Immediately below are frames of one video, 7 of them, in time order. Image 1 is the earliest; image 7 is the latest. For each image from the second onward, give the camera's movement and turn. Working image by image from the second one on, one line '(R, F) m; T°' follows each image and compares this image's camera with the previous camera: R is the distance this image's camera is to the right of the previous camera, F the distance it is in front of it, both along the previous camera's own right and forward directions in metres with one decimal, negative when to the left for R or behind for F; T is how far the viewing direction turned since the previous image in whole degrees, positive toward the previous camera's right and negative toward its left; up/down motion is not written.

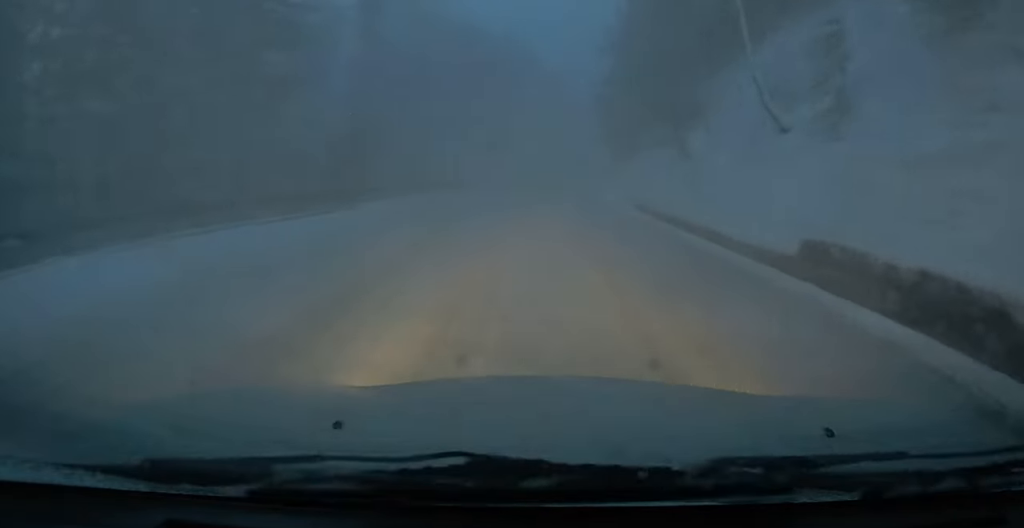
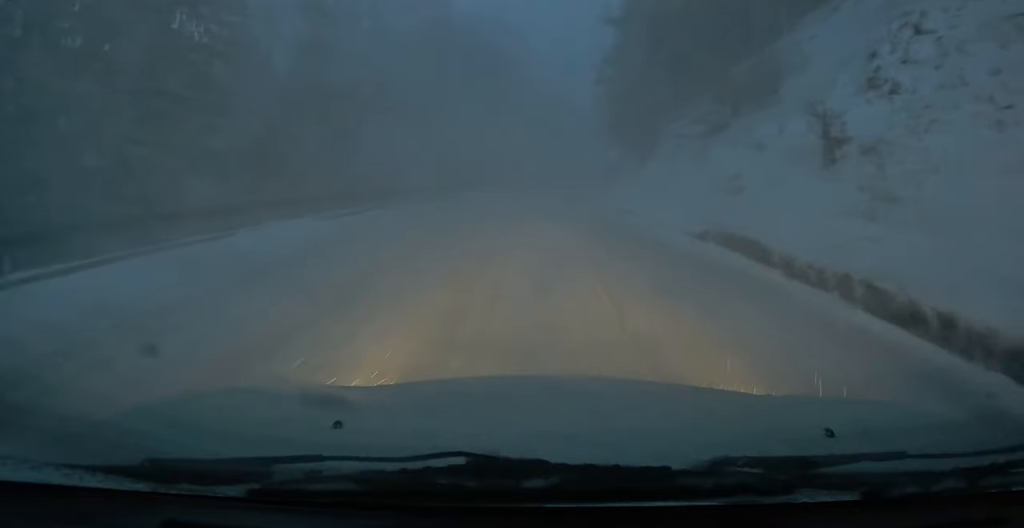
(+0.1, +9.6) m; +1°
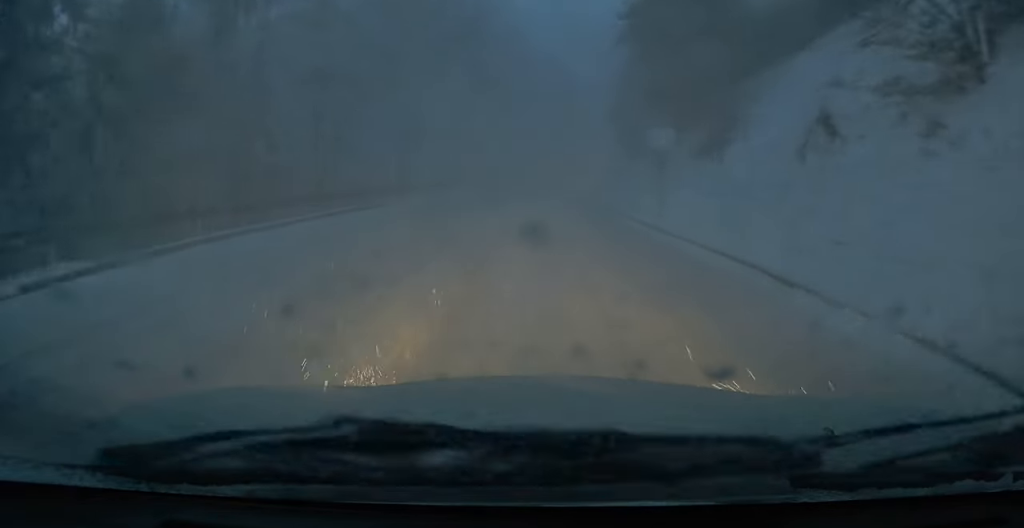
(-0.2, +11.6) m; -2°
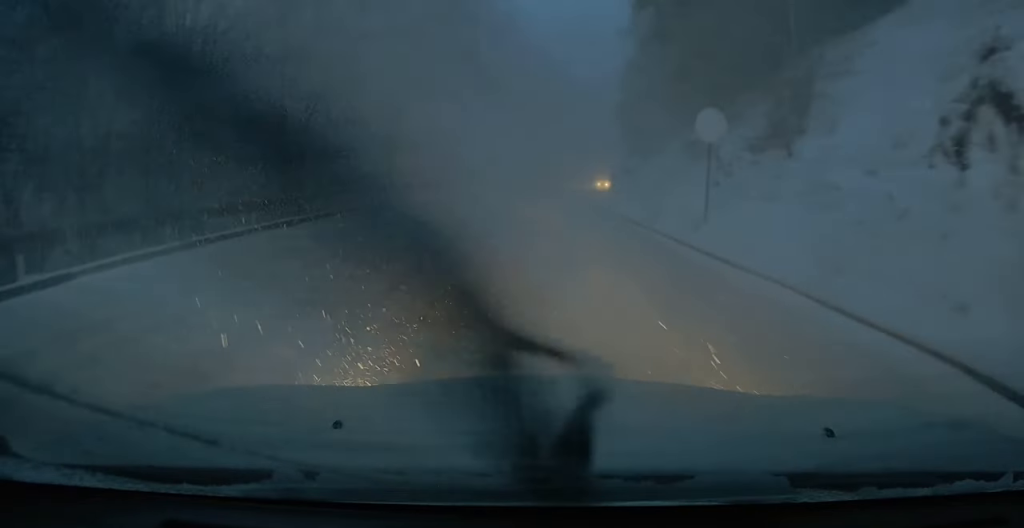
(0.0, +4.6) m; -1°
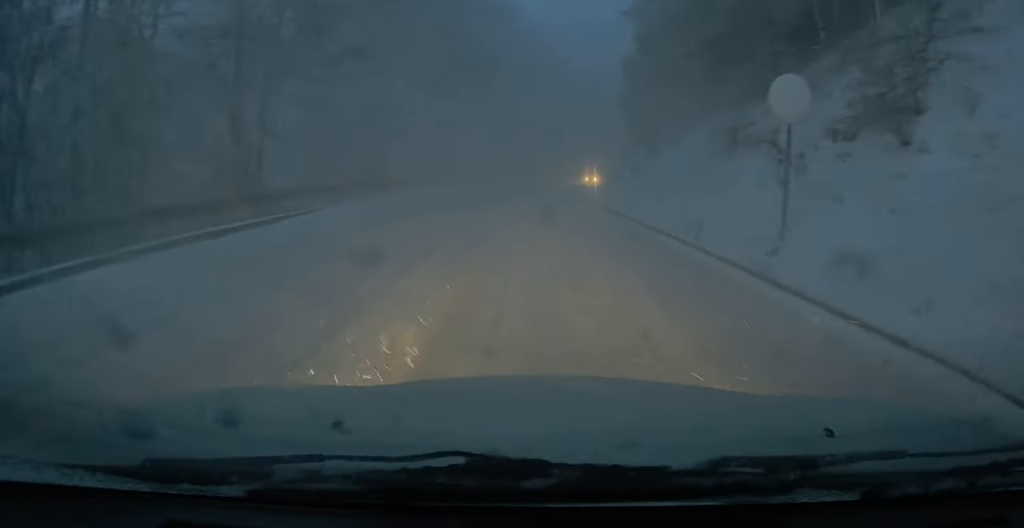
(-0.1, +4.2) m; -1°
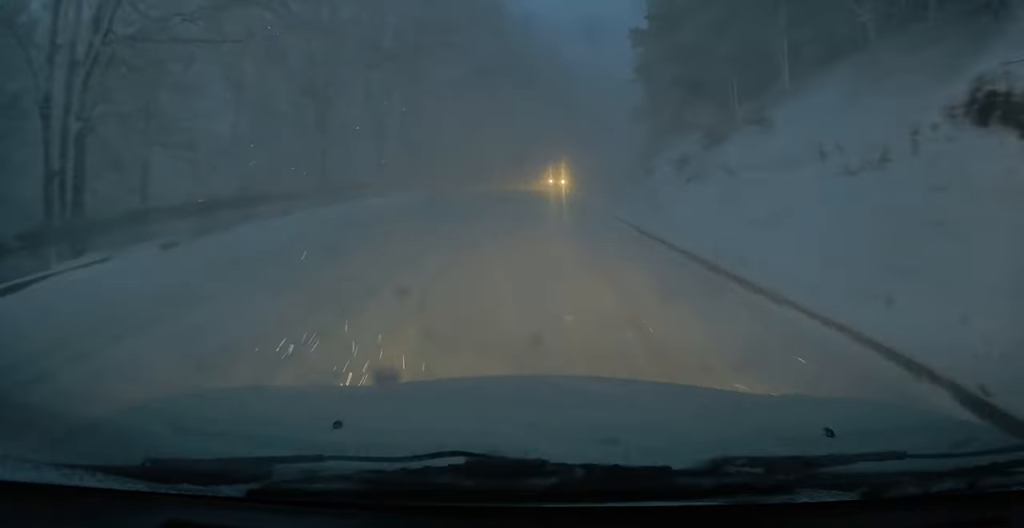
(-0.1, +9.7) m; 0°
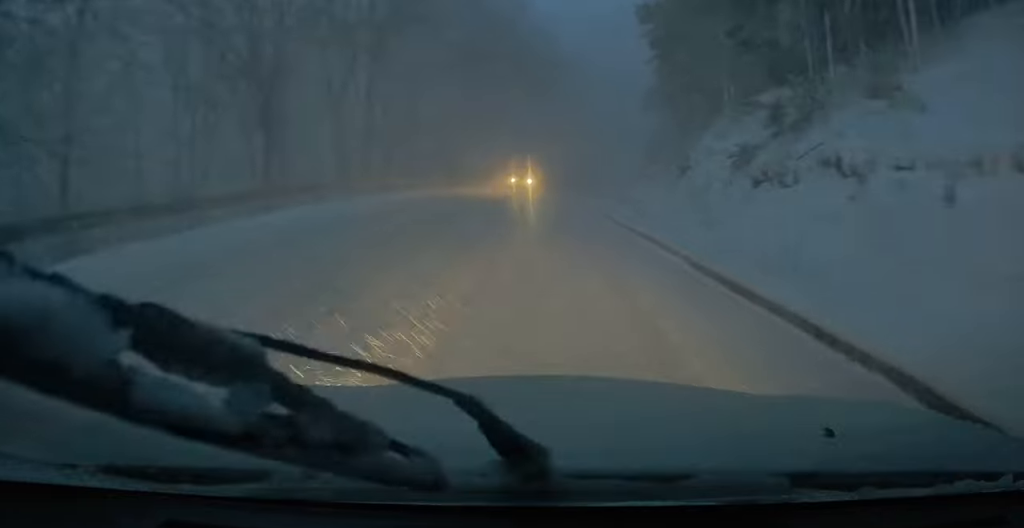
(0.0, +5.9) m; +2°
